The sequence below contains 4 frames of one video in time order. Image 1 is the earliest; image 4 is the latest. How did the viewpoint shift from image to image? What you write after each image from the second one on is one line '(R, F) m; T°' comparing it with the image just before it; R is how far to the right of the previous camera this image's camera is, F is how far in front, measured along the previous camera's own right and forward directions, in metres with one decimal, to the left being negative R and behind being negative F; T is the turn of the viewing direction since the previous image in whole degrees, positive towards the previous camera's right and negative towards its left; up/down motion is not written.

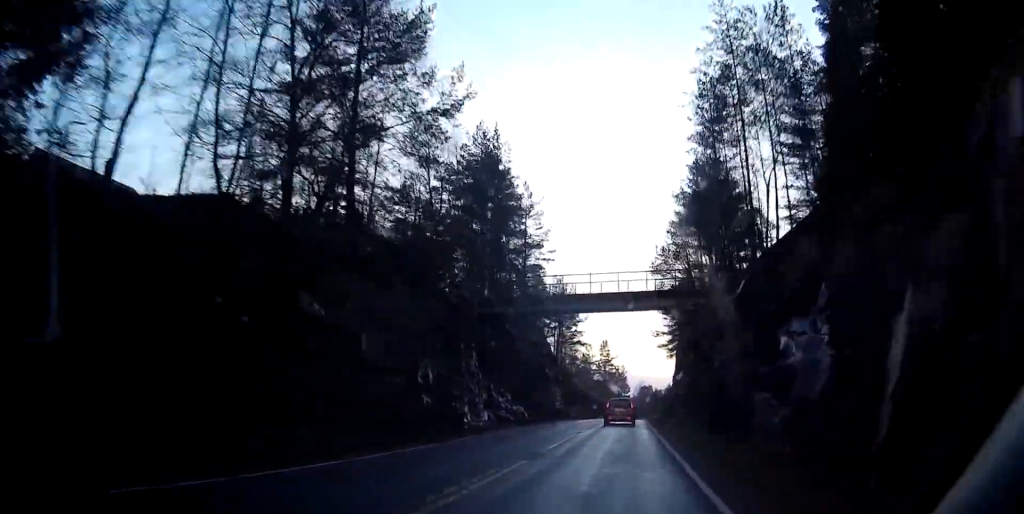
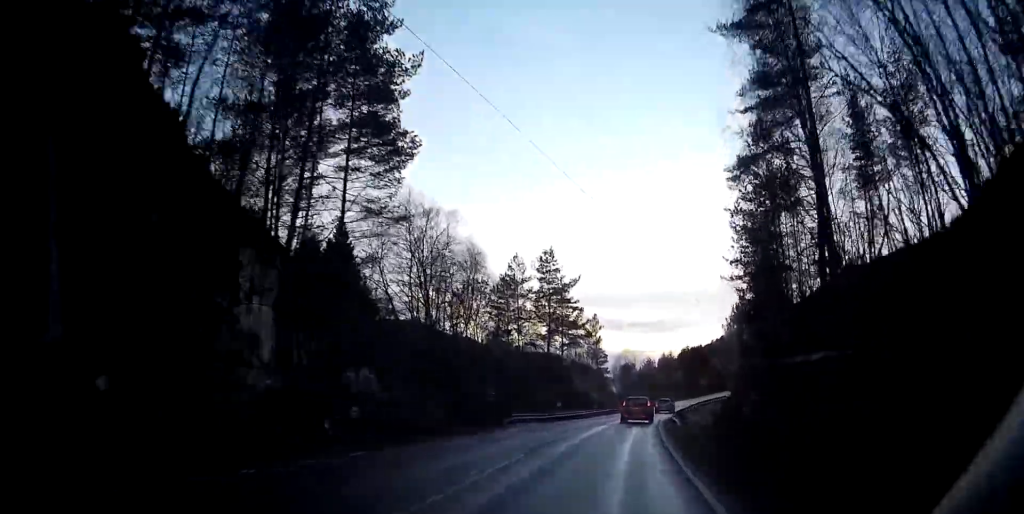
(-0.9, +69.5) m; +4°
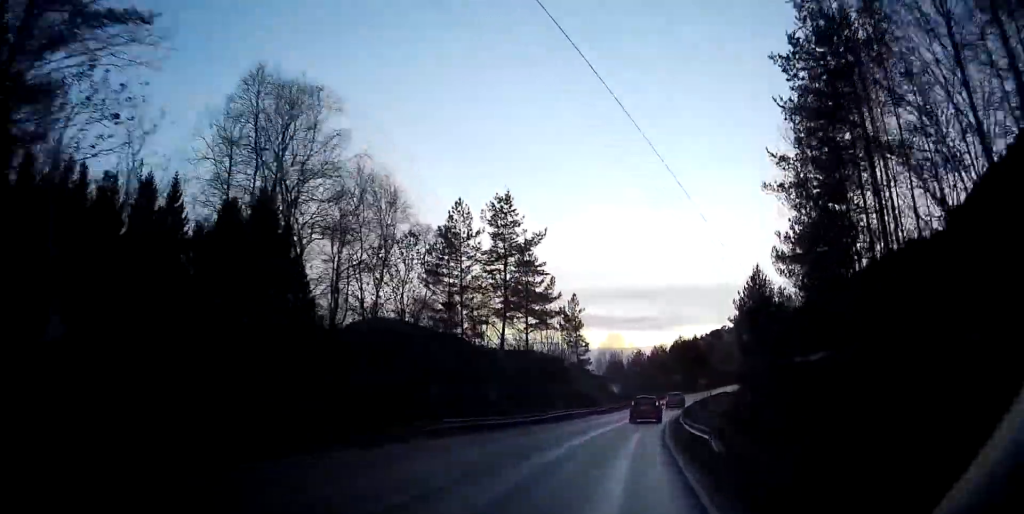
(+0.6, +17.1) m; +5°
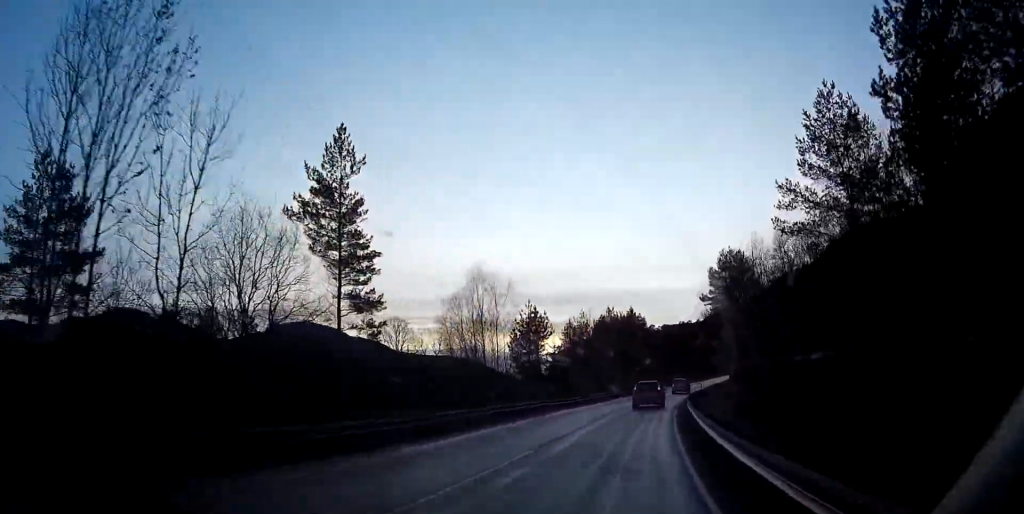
(+2.6, +54.8) m; +4°
